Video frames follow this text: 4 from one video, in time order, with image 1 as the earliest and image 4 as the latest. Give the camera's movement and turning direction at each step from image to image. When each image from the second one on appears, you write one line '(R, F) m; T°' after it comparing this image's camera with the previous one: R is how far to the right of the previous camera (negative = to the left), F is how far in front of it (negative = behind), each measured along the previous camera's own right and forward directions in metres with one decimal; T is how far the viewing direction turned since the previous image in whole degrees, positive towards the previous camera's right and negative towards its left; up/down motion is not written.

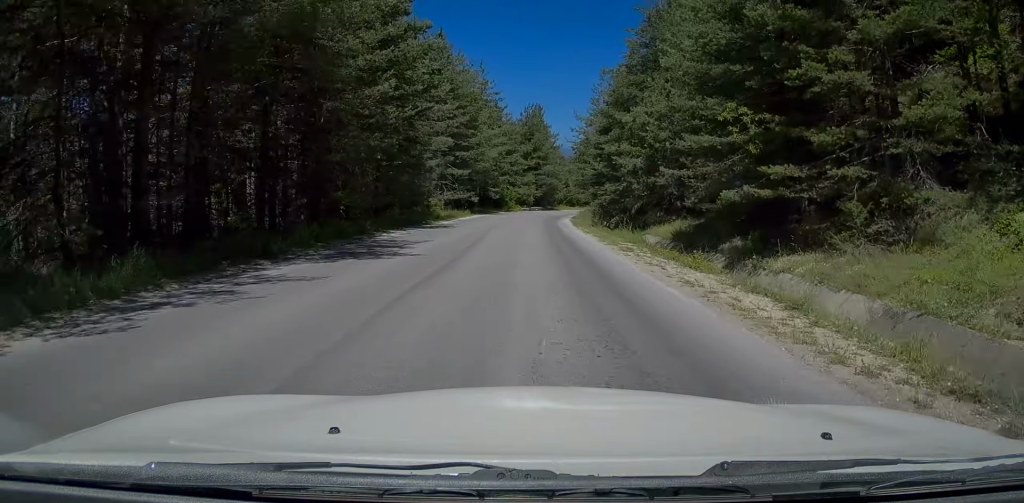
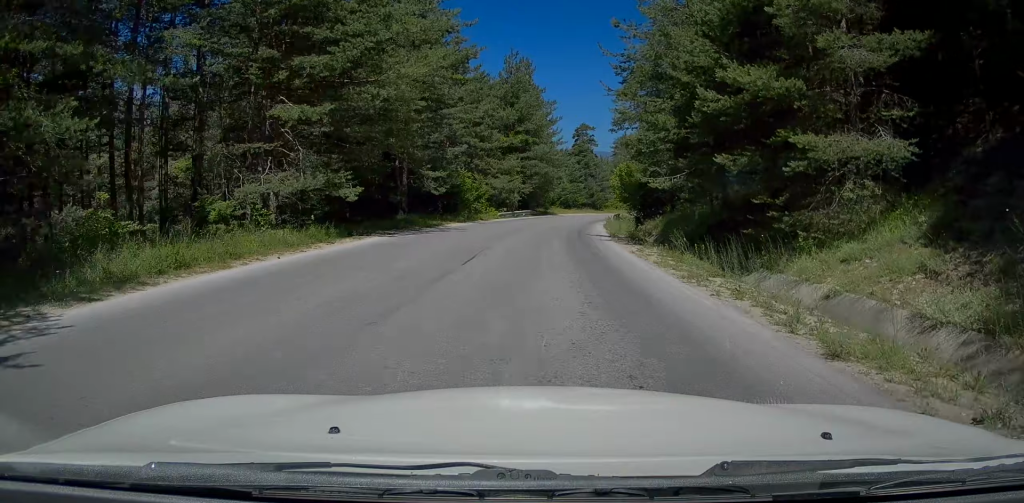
(-0.5, +31.5) m; 0°
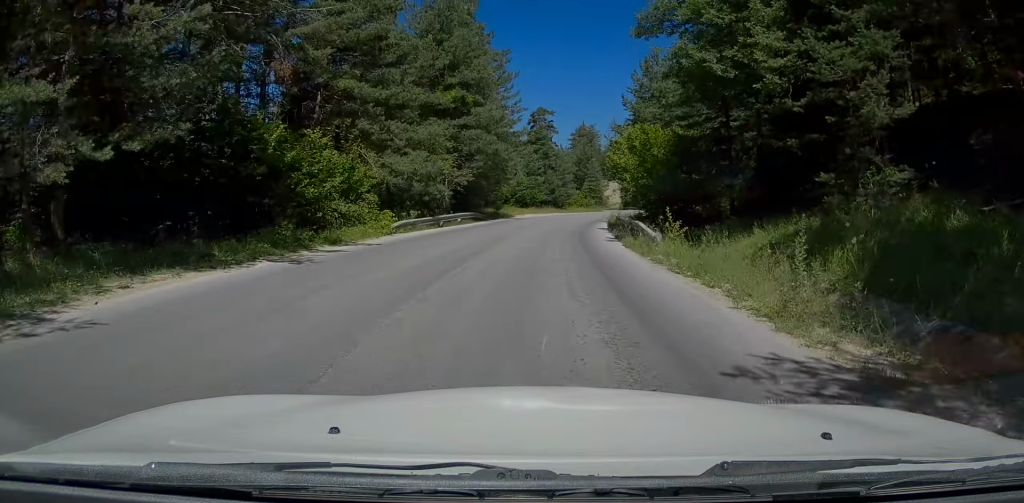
(+0.9, +20.9) m; +5°
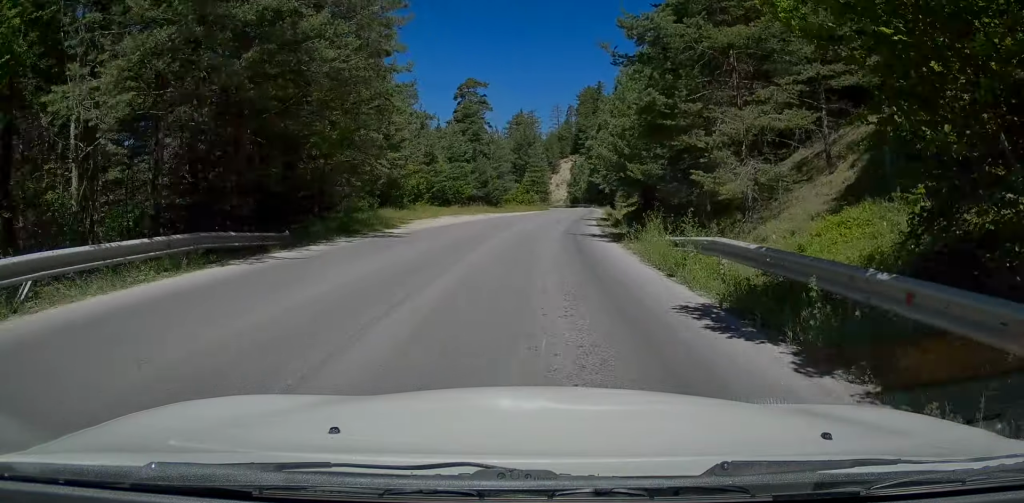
(+0.8, +25.4) m; +3°
